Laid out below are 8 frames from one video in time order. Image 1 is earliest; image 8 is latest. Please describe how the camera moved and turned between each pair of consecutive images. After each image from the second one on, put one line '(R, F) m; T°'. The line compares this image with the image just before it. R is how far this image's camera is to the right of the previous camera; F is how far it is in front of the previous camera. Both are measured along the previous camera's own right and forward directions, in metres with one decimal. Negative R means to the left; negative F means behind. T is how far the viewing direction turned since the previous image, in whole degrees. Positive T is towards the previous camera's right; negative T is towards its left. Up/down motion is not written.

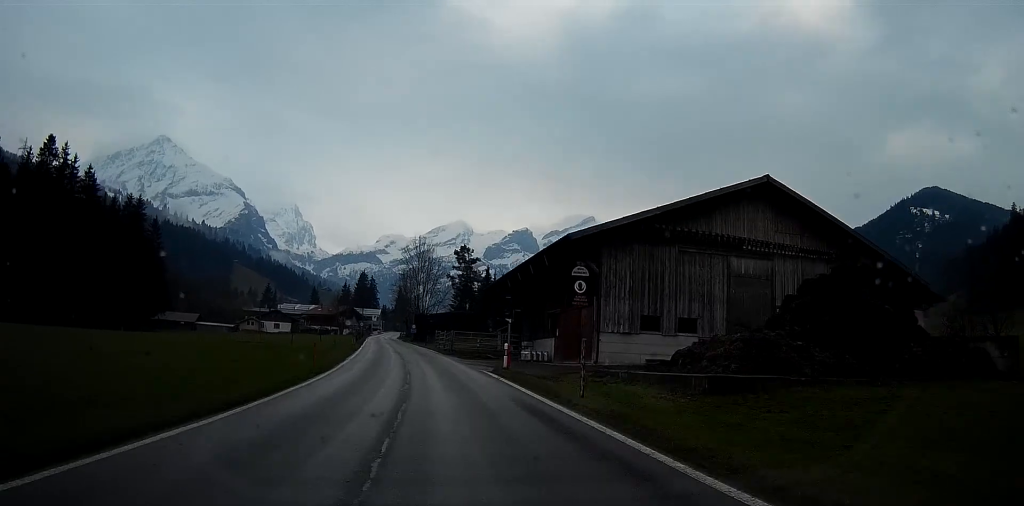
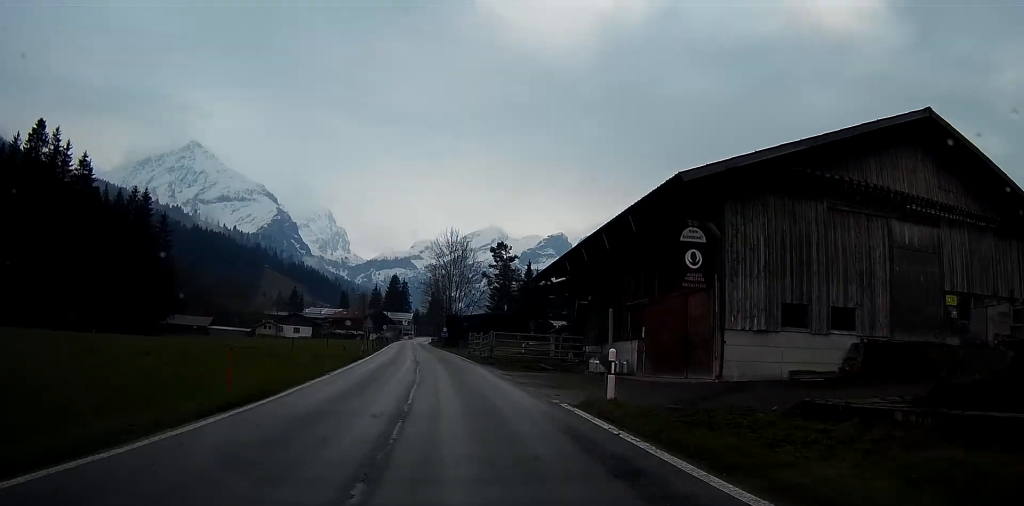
(-0.6, +13.9) m; -2°
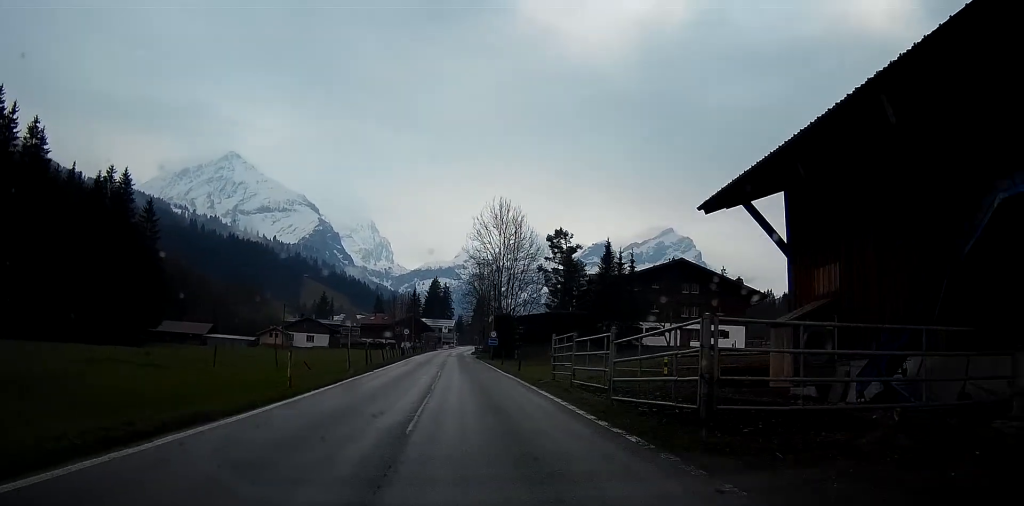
(-0.8, +28.1) m; -3°
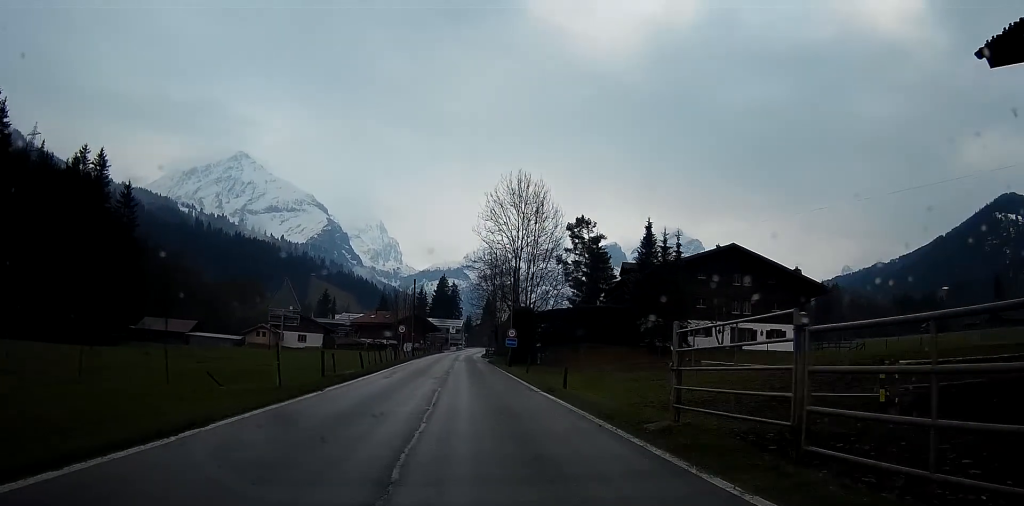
(-0.2, +13.2) m; -1°
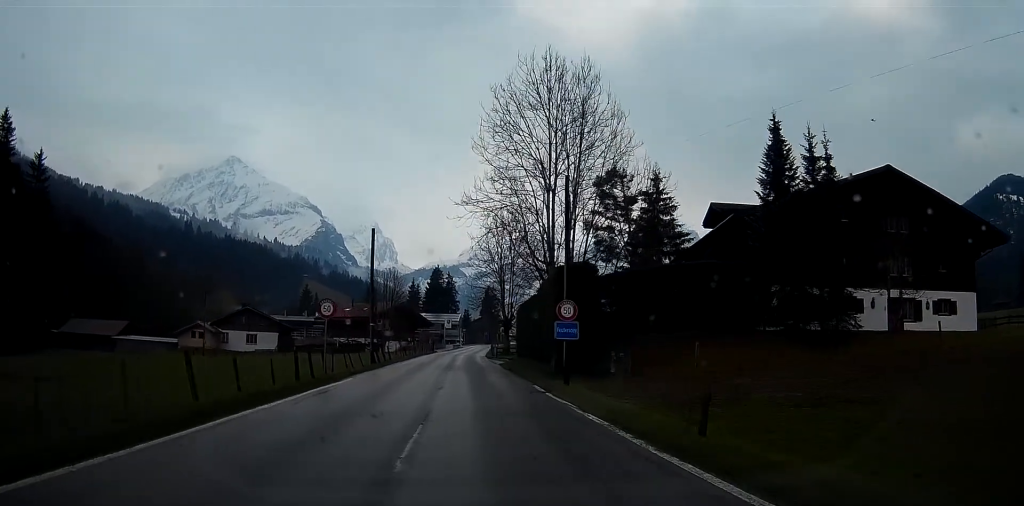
(0.0, +27.7) m; 0°
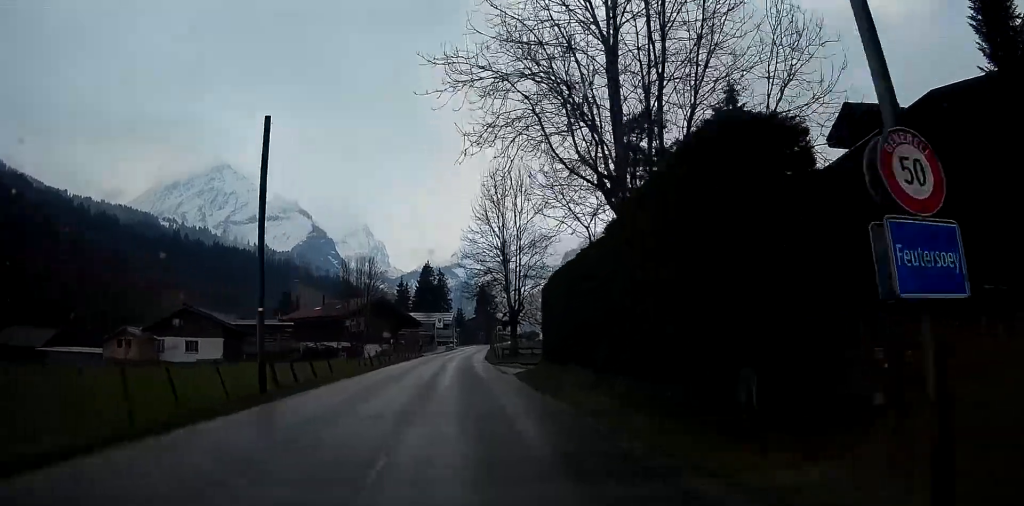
(0.0, +19.0) m; 0°
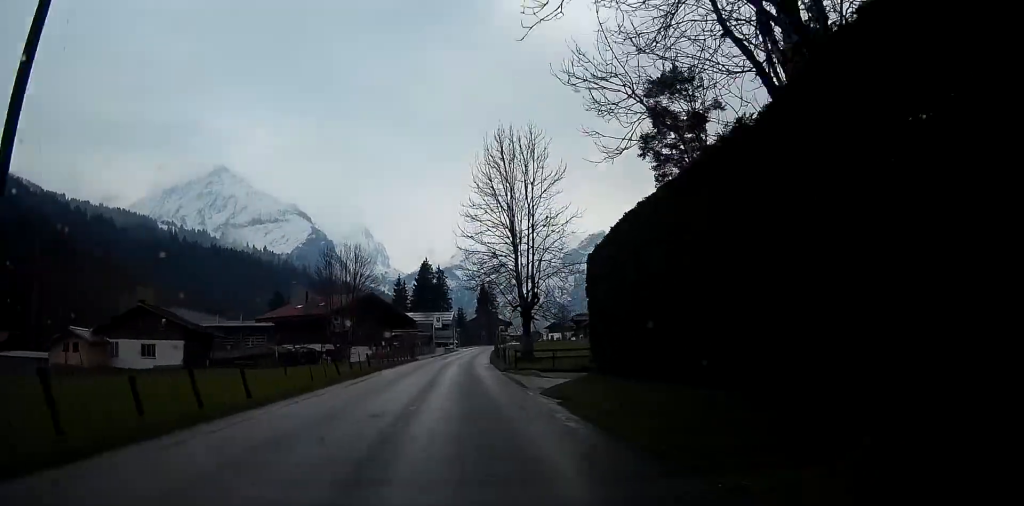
(0.0, +10.9) m; 0°
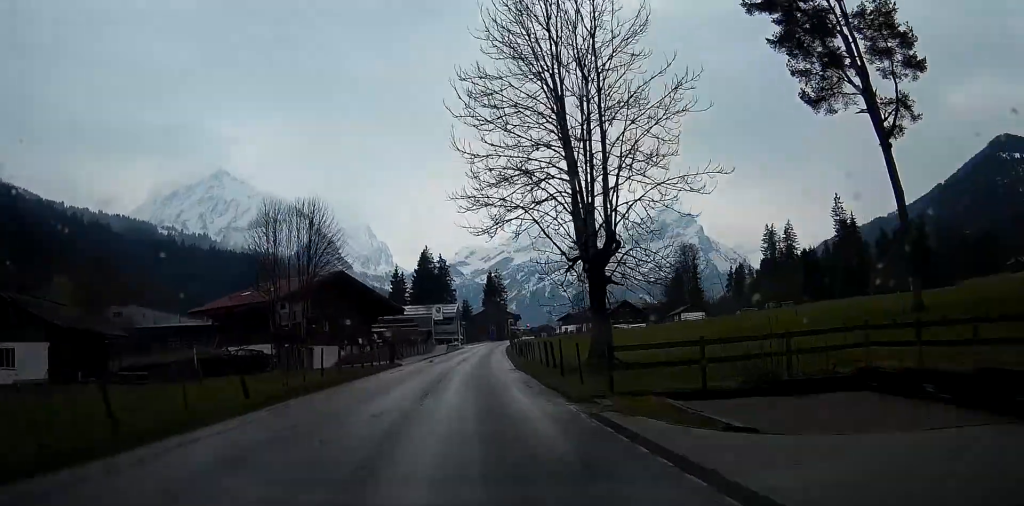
(+0.1, +22.9) m; -1°
